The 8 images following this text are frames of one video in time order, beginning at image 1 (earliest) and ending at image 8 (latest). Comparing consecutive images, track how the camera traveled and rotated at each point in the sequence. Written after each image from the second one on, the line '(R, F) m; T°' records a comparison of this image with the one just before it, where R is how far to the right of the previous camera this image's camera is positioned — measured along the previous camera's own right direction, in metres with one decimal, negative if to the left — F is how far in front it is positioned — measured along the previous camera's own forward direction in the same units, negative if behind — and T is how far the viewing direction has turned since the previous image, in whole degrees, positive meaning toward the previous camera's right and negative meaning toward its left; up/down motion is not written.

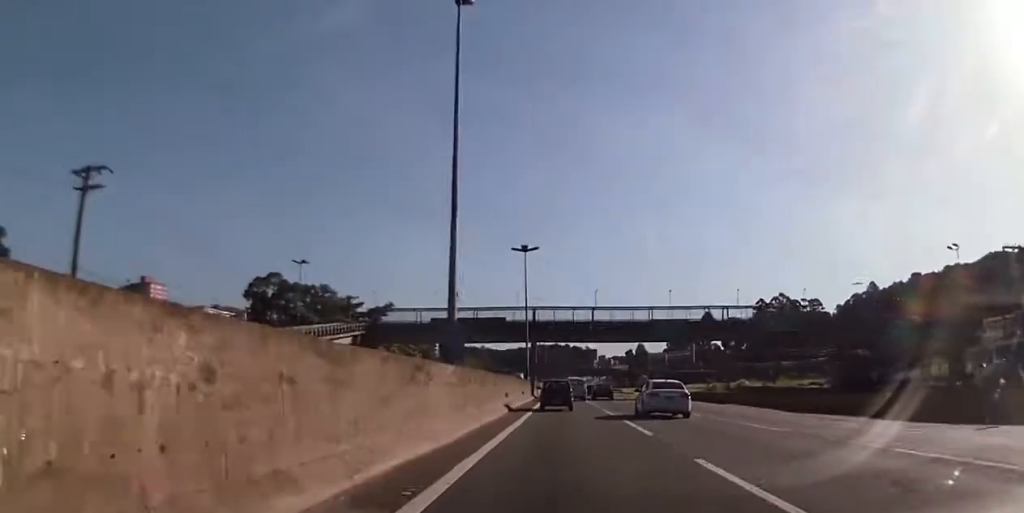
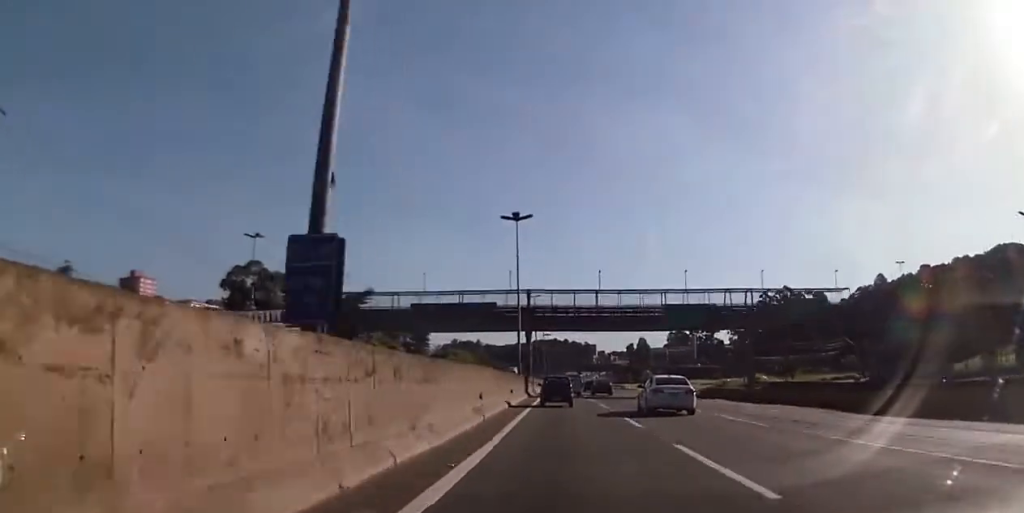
(-0.2, +10.0) m; +1°
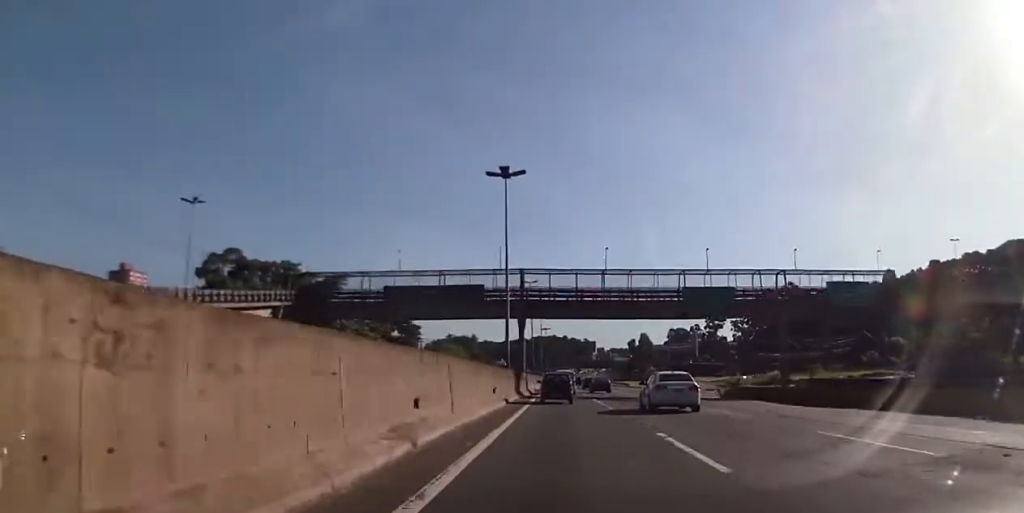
(-0.1, +10.0) m; 0°
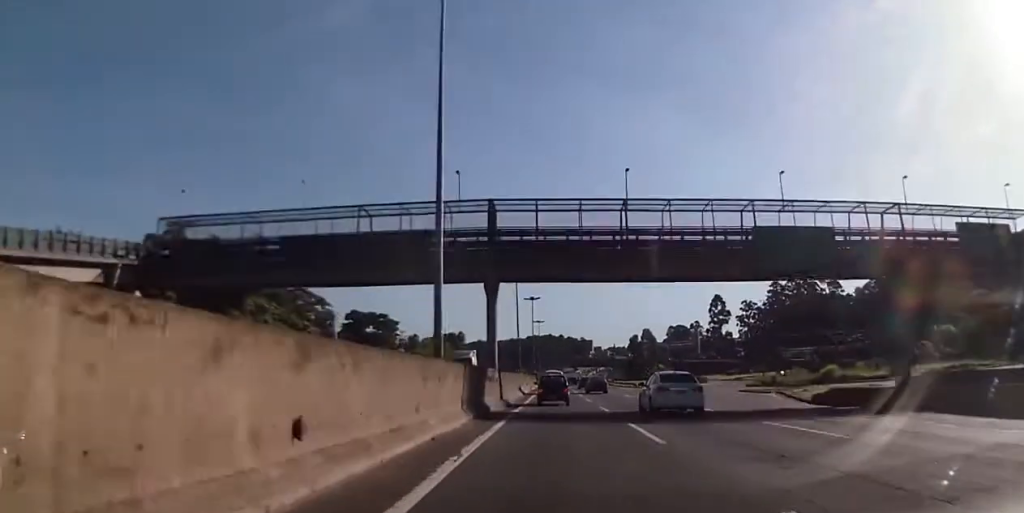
(+0.5, +20.6) m; 0°
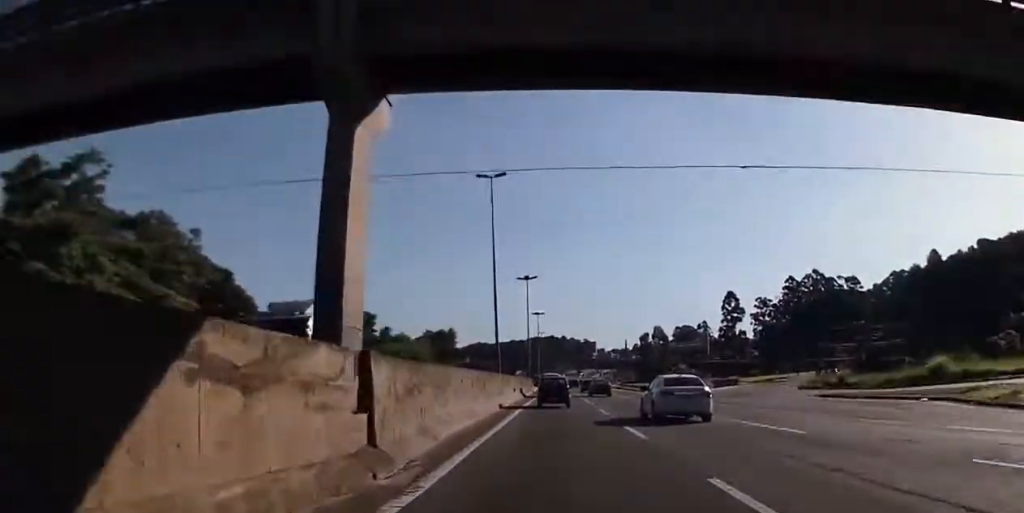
(-0.4, +22.5) m; 0°
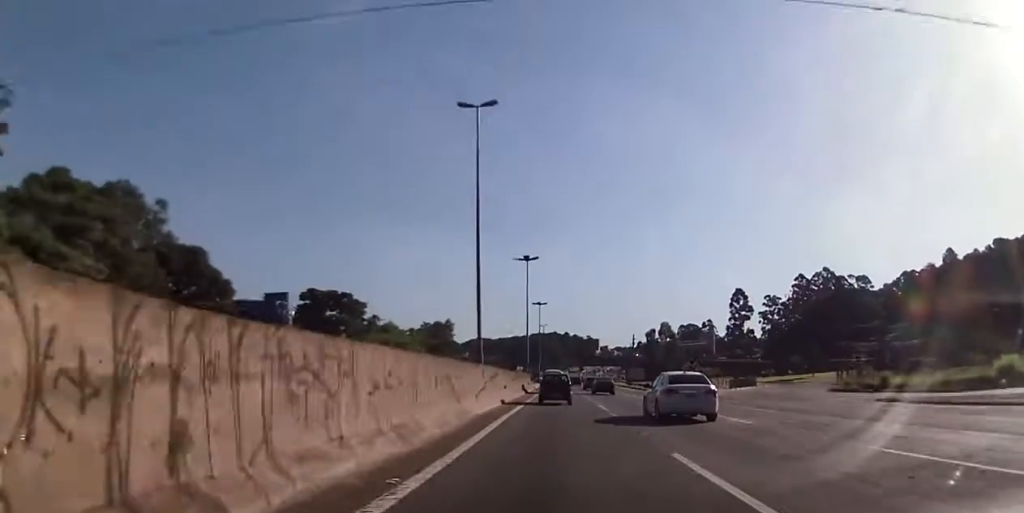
(+0.3, +9.2) m; 0°
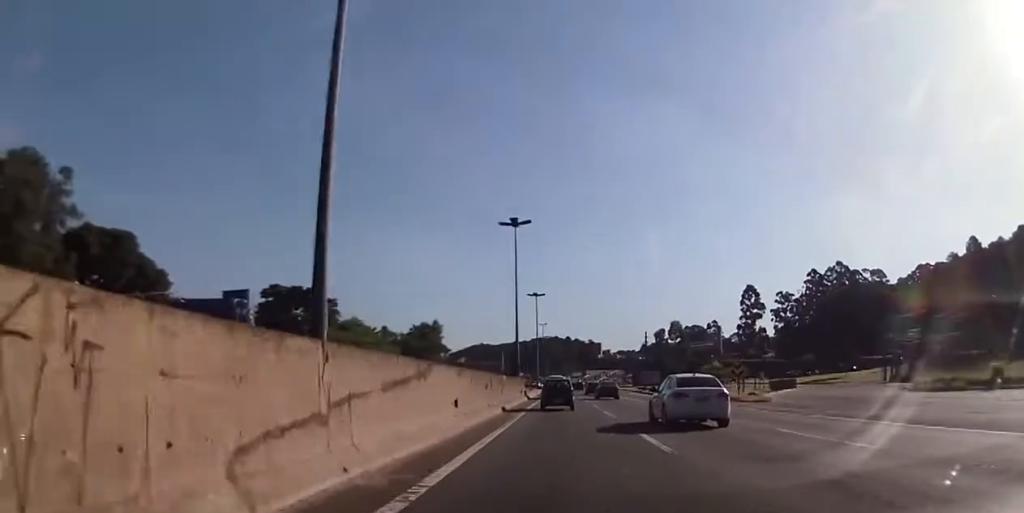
(-0.3, +17.1) m; 0°
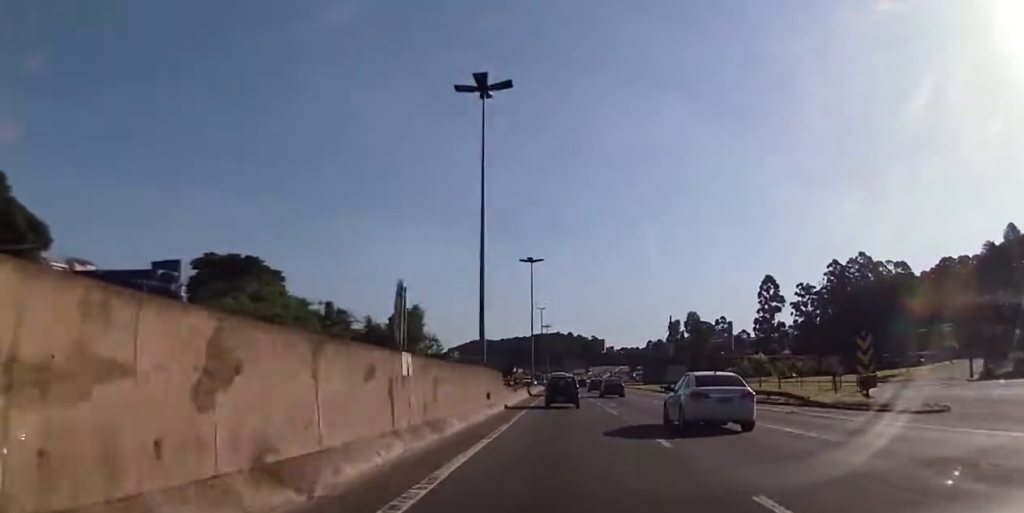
(+0.3, +23.1) m; 0°
